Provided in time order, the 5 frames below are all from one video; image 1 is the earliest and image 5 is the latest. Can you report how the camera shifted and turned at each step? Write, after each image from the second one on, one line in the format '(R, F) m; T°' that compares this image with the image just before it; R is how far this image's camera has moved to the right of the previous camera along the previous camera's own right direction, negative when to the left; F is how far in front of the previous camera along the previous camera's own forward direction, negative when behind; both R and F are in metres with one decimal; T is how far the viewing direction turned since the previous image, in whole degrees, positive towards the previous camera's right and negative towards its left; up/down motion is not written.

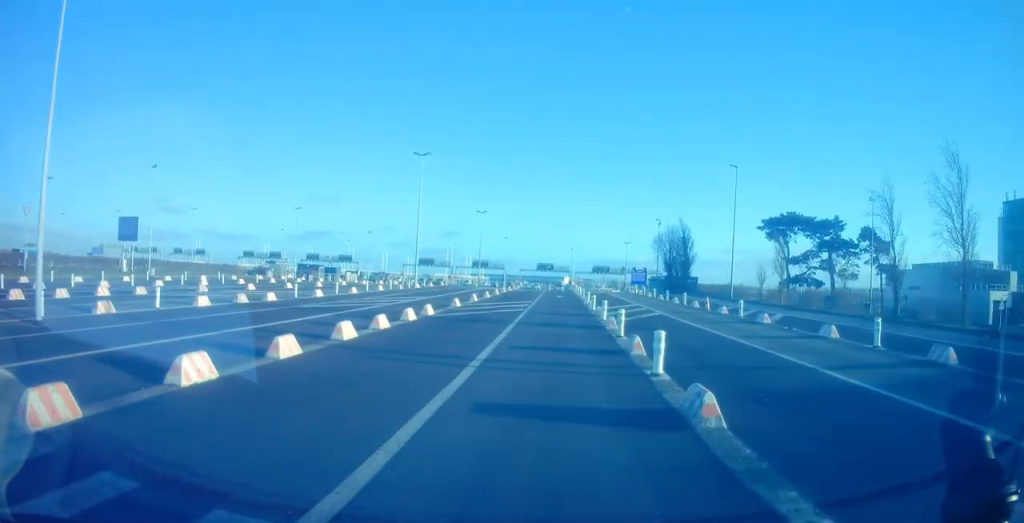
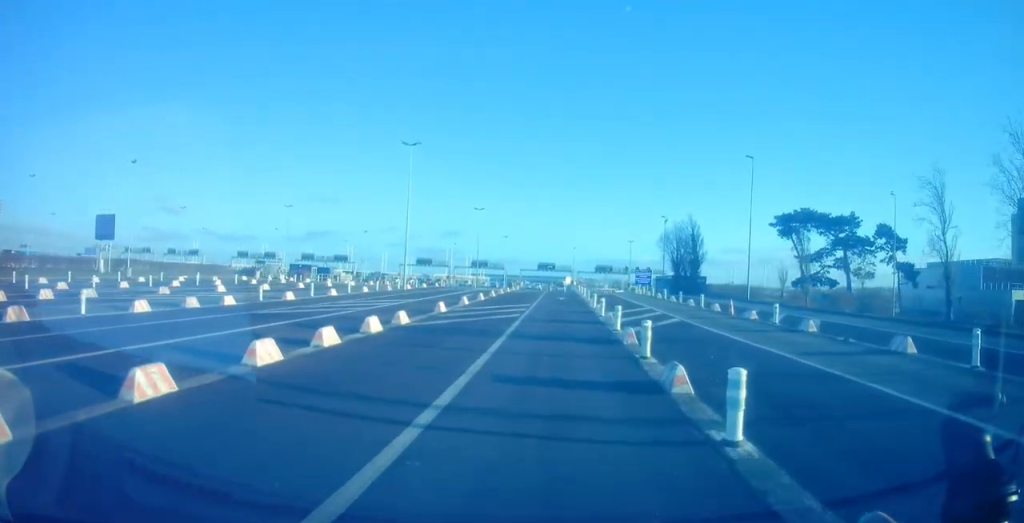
(-0.2, +4.1) m; -4°
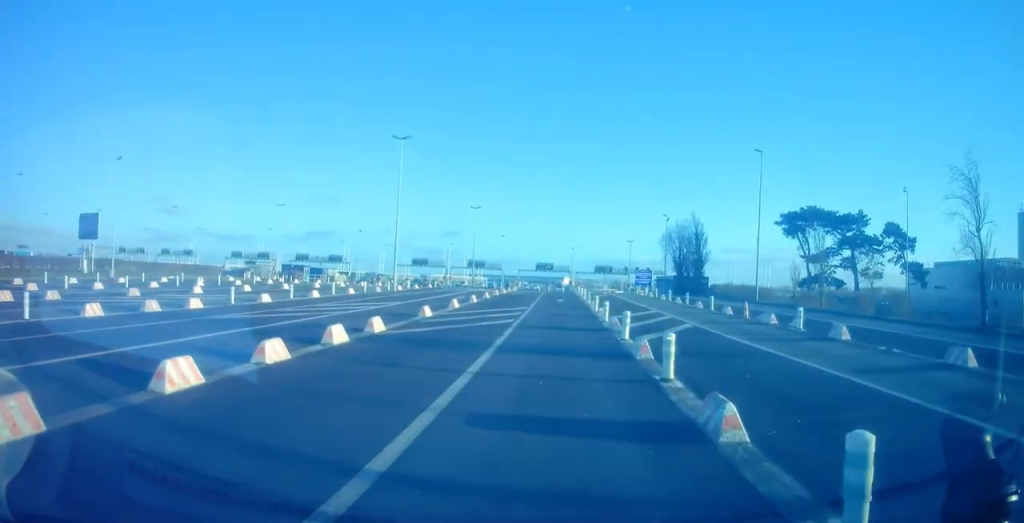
(-0.1, +2.5) m; -3°
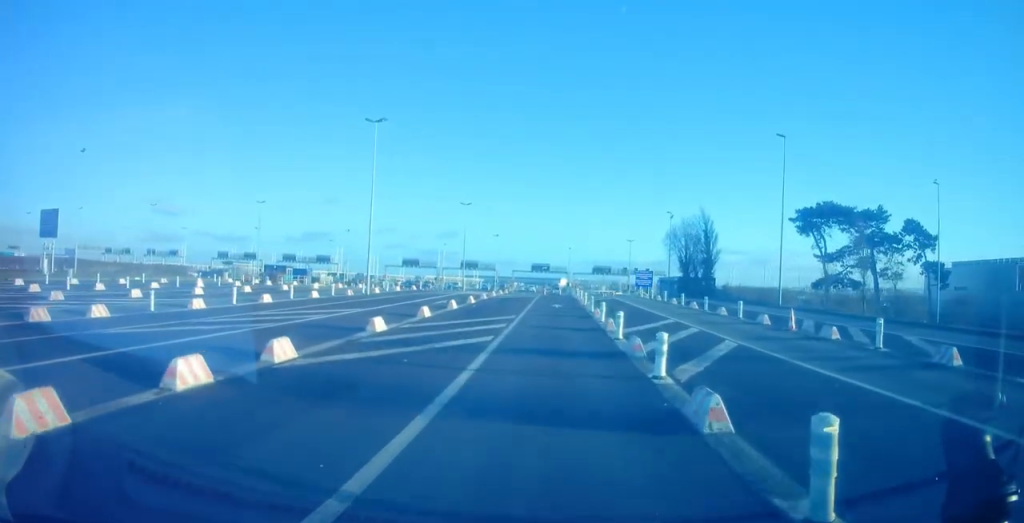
(0.0, +5.5) m; +2°
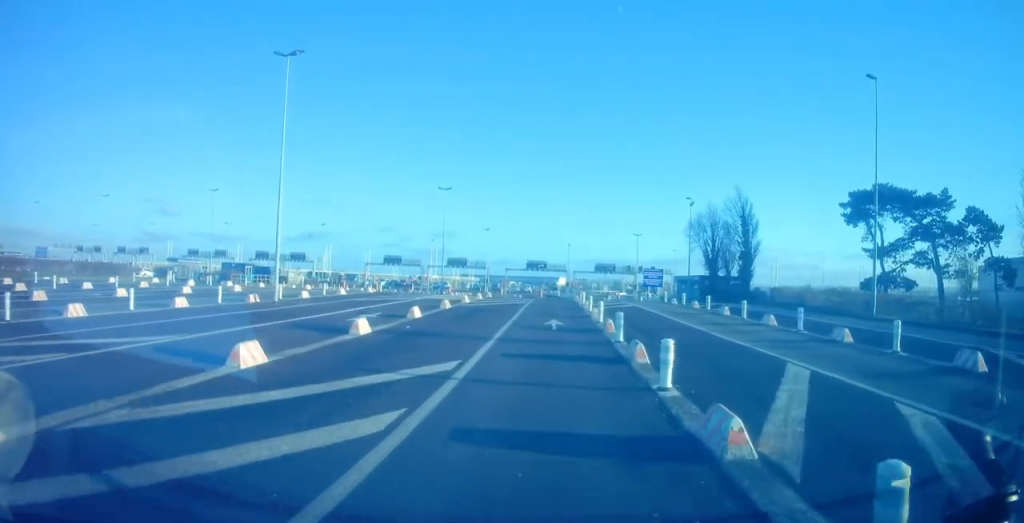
(+1.2, +13.4) m; +5°
